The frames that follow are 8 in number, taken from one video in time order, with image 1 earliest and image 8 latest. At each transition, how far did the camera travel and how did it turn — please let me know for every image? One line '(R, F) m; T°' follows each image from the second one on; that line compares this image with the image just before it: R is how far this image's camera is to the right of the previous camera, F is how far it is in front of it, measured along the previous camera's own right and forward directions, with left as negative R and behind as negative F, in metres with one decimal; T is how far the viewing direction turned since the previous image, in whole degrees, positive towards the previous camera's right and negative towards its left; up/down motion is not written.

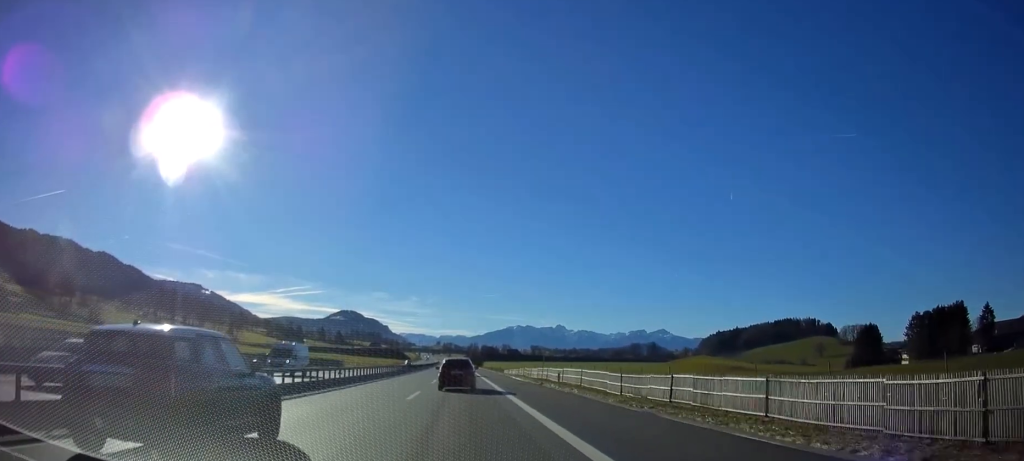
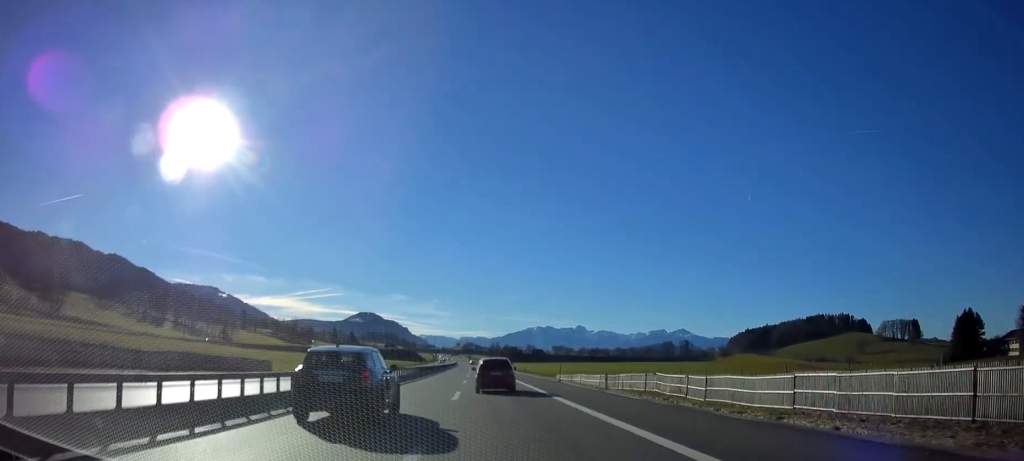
(-0.5, +55.1) m; -1°
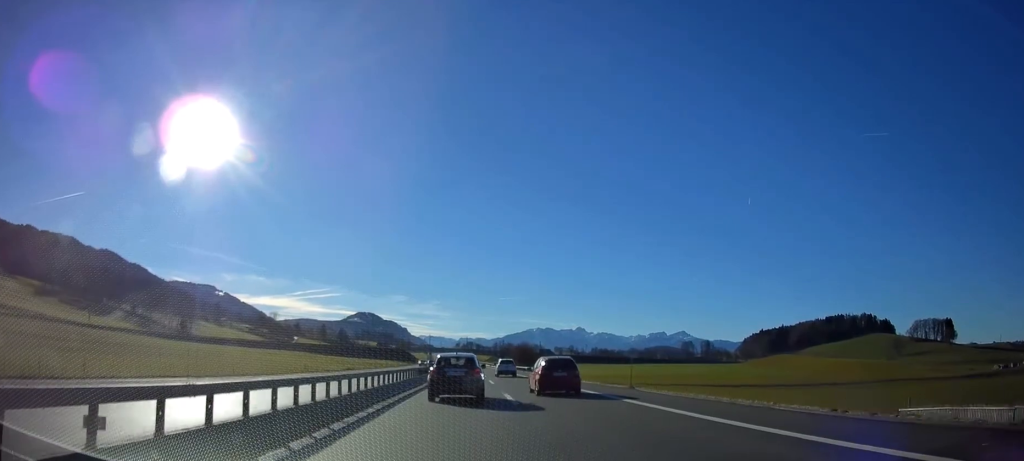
(-1.0, +75.6) m; -1°
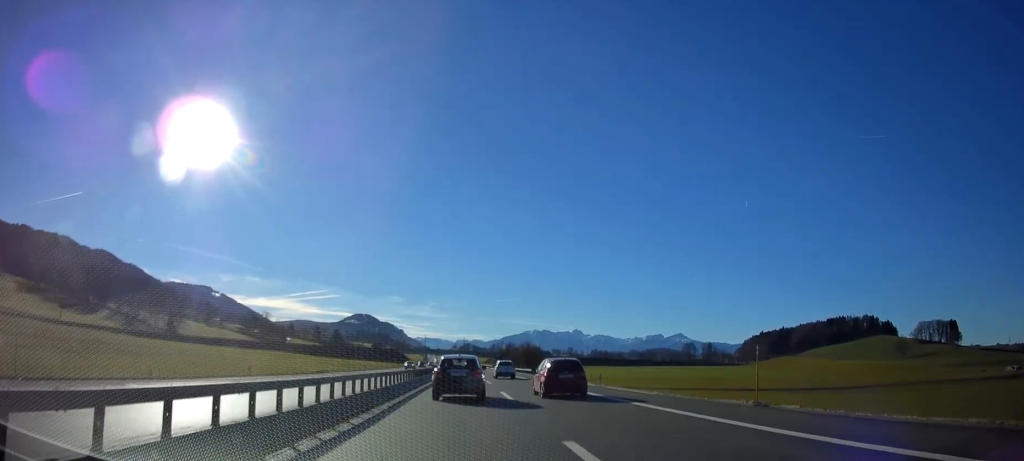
(0.0, +14.7) m; 0°
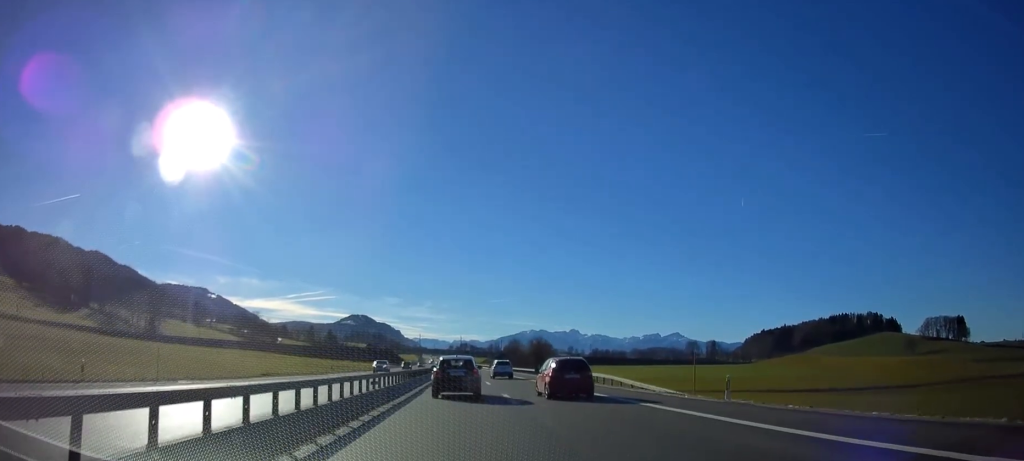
(0.0, +21.9) m; 0°
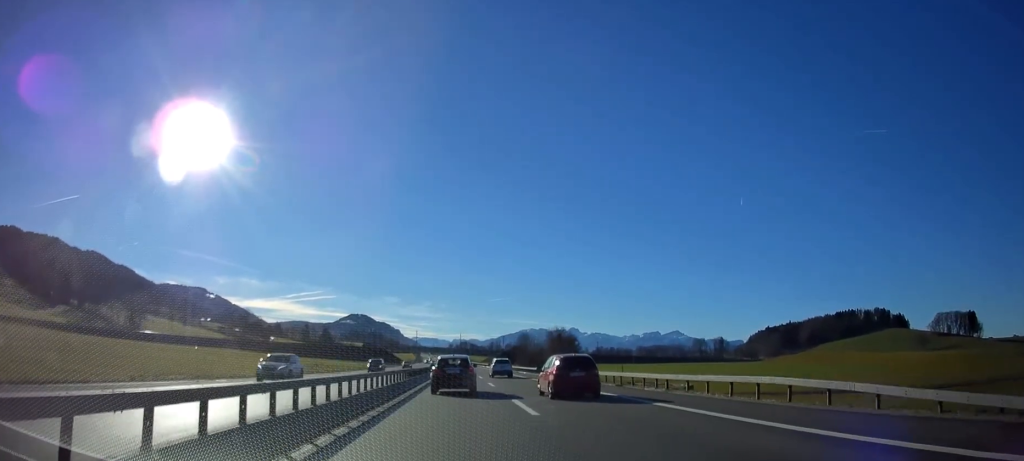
(0.0, +23.6) m; 0°
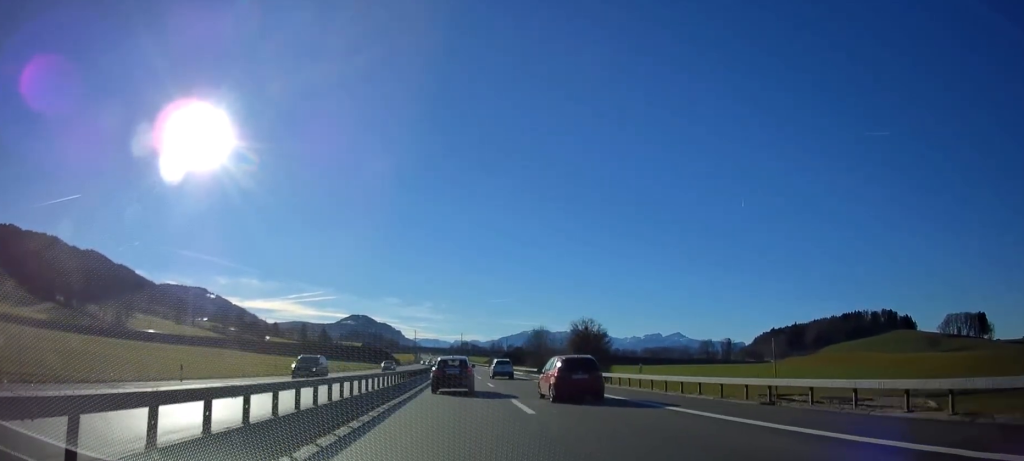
(0.0, +19.2) m; 0°
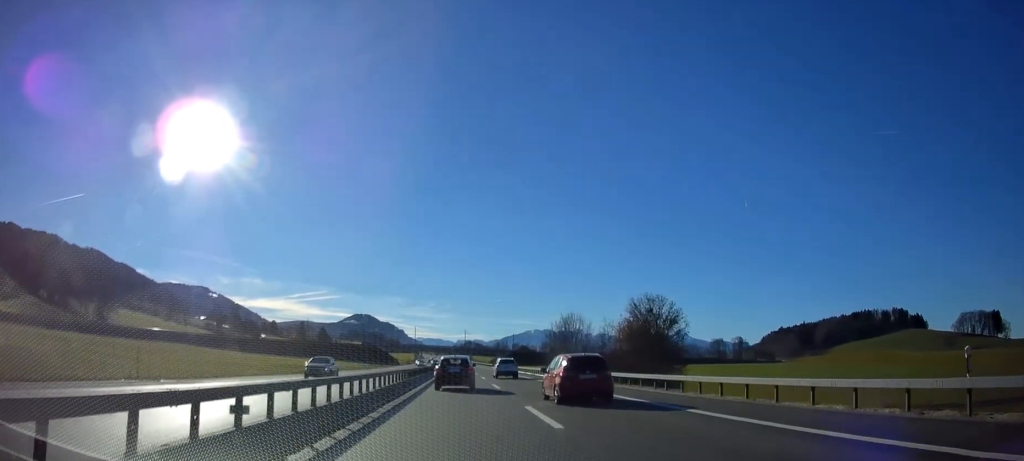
(0.0, +25.1) m; 0°
